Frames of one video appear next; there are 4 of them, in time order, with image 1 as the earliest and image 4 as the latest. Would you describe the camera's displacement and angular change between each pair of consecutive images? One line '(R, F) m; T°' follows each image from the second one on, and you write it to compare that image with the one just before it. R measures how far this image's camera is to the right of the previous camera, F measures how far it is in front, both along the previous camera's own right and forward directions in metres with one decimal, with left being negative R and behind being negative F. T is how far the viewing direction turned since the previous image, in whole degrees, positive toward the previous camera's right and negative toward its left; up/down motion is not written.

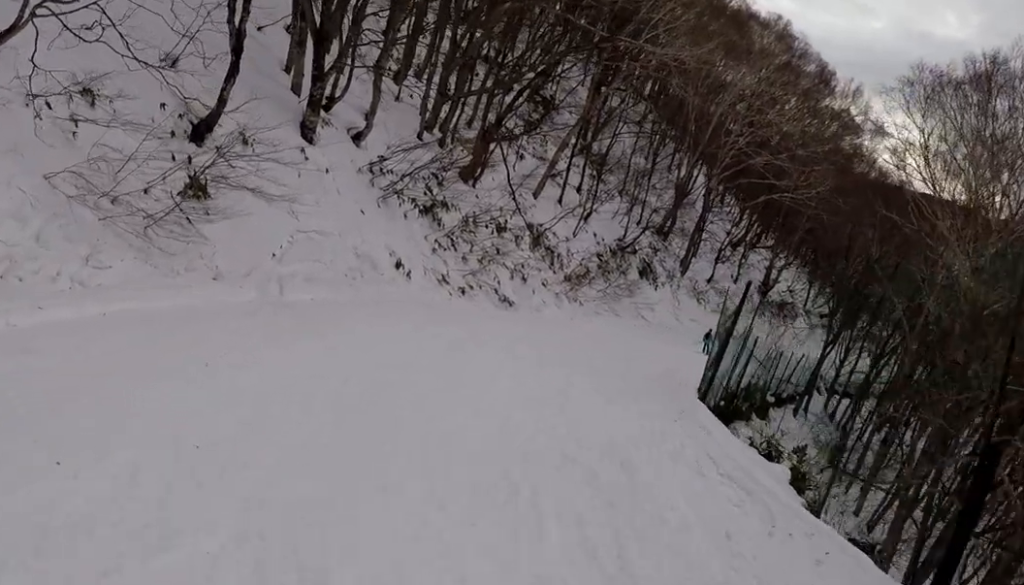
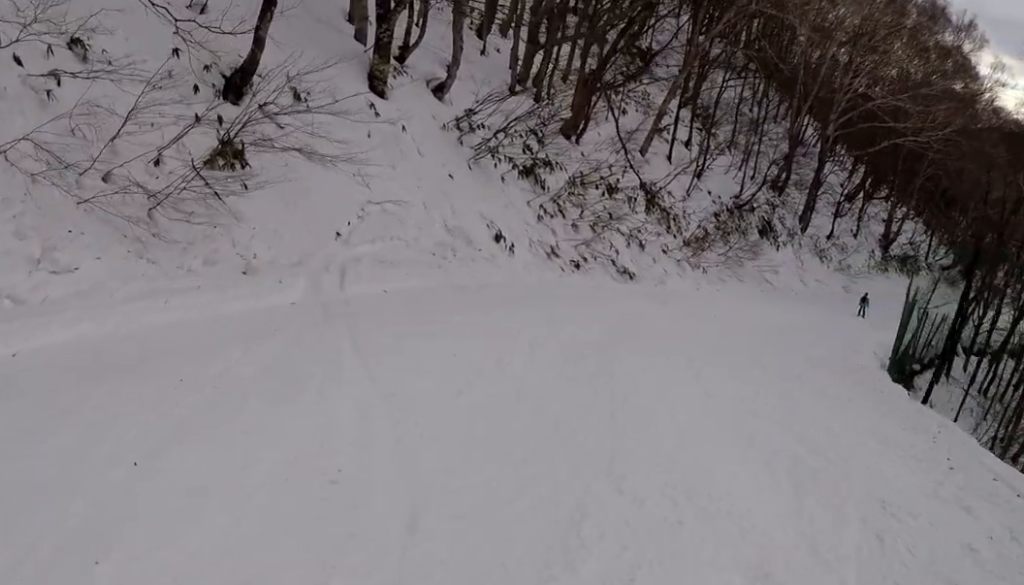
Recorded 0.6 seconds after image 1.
(-0.2, +4.6) m; +6°
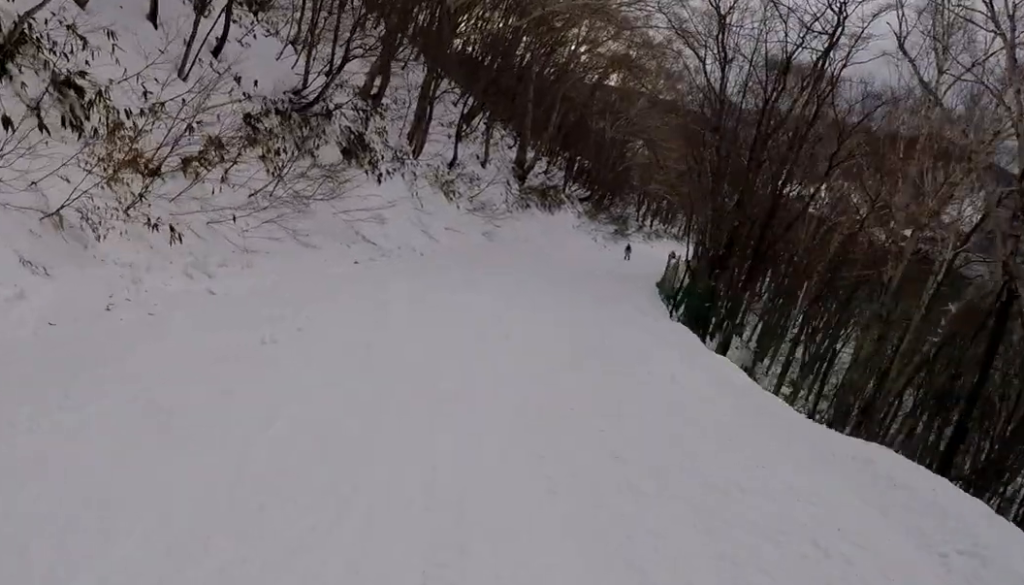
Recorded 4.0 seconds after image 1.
(+5.8, +27.1) m; +20°
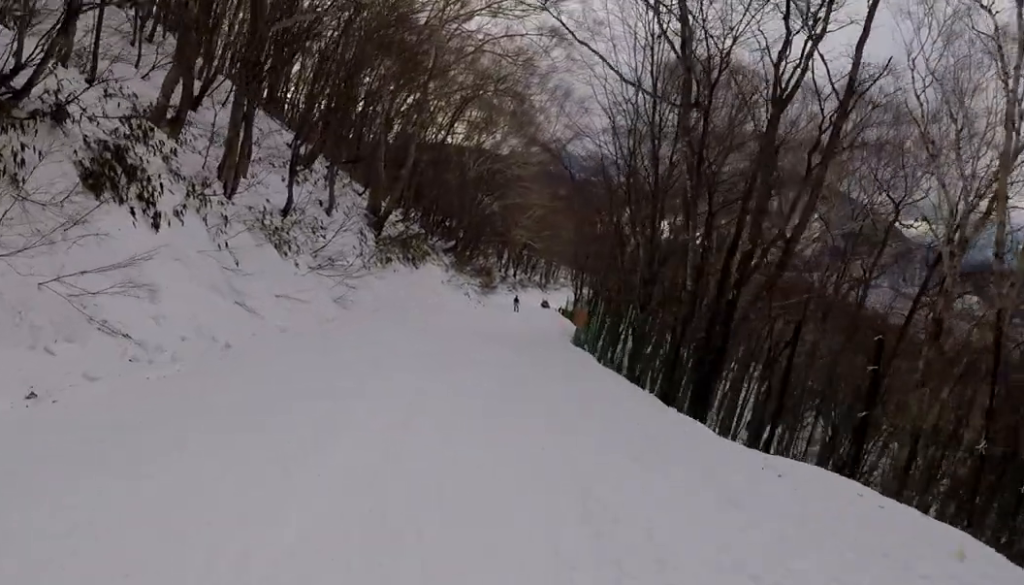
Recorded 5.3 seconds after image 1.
(0.0, +11.8) m; 0°
